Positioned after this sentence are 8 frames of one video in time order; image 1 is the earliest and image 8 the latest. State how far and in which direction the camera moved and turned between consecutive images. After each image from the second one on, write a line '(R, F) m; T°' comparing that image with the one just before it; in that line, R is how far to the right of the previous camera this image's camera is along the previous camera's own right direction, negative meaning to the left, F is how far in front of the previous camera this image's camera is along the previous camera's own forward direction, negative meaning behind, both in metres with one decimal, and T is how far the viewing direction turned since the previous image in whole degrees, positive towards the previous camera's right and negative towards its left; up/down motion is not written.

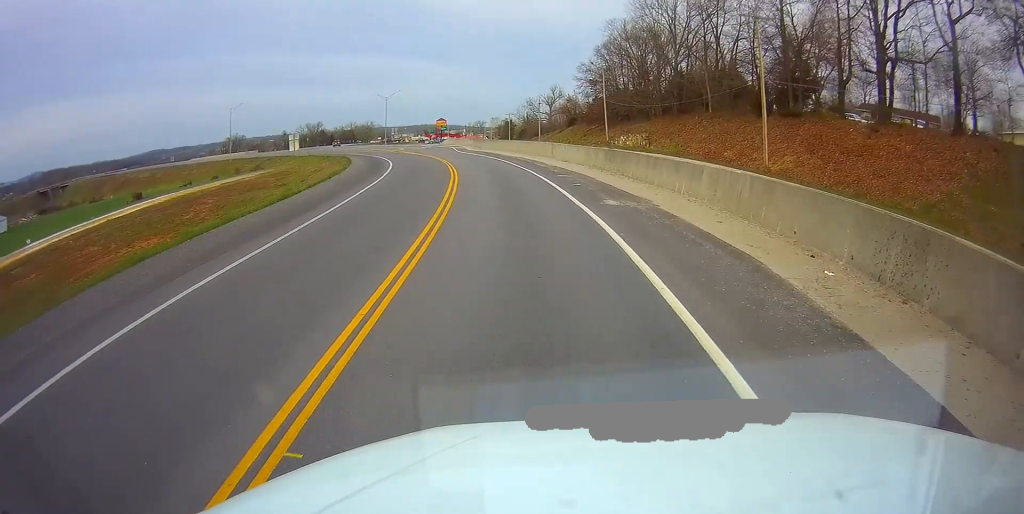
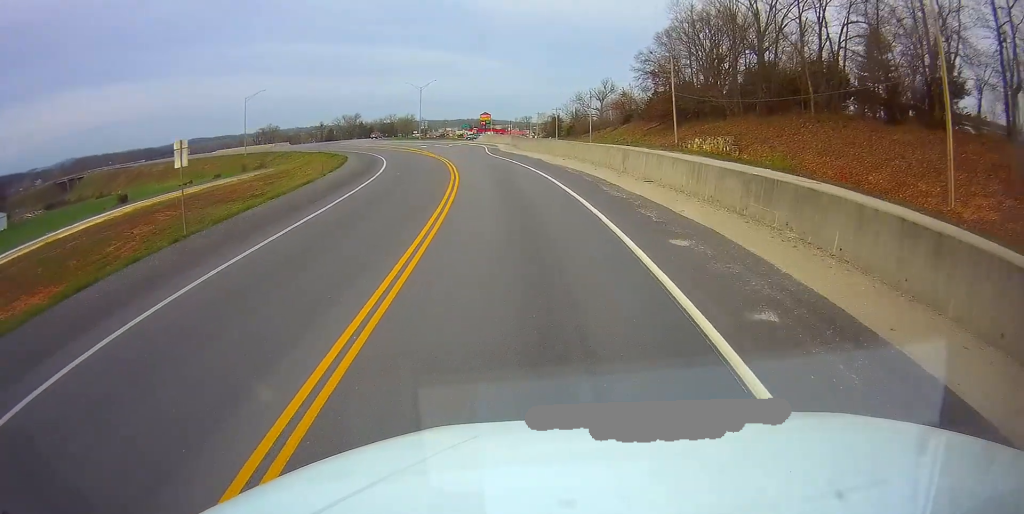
(-0.4, +15.9) m; -3°
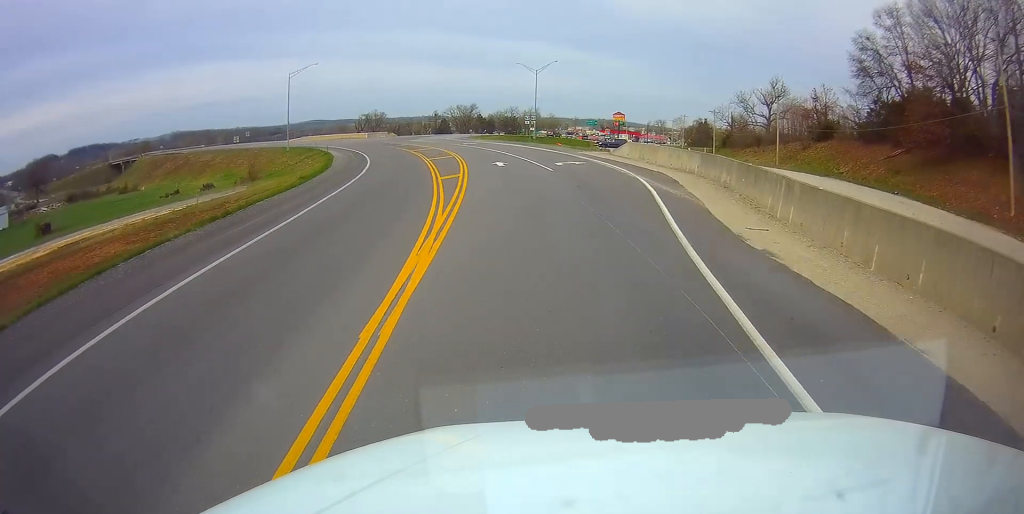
(-3.0, +40.0) m; -10°
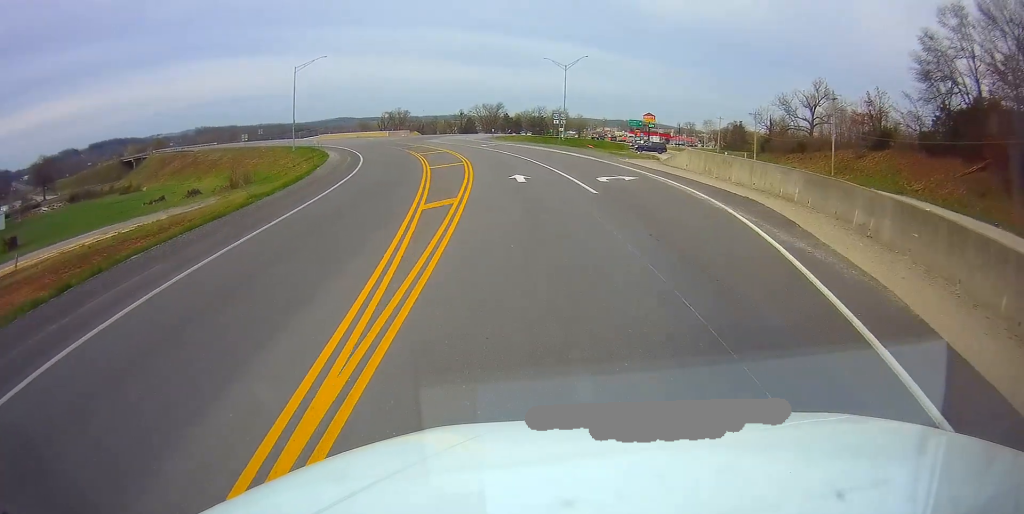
(-0.5, +9.2) m; -4°
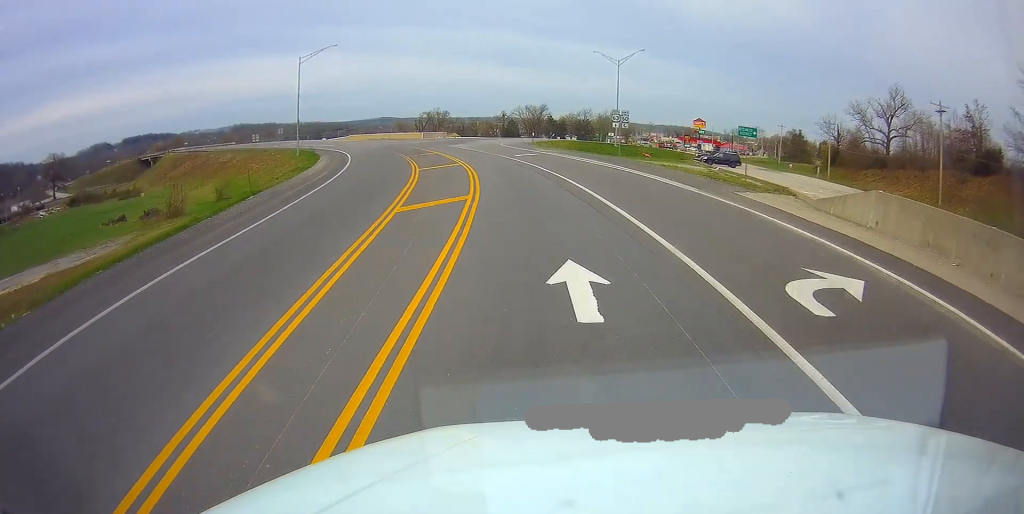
(-1.1, +15.2) m; -6°
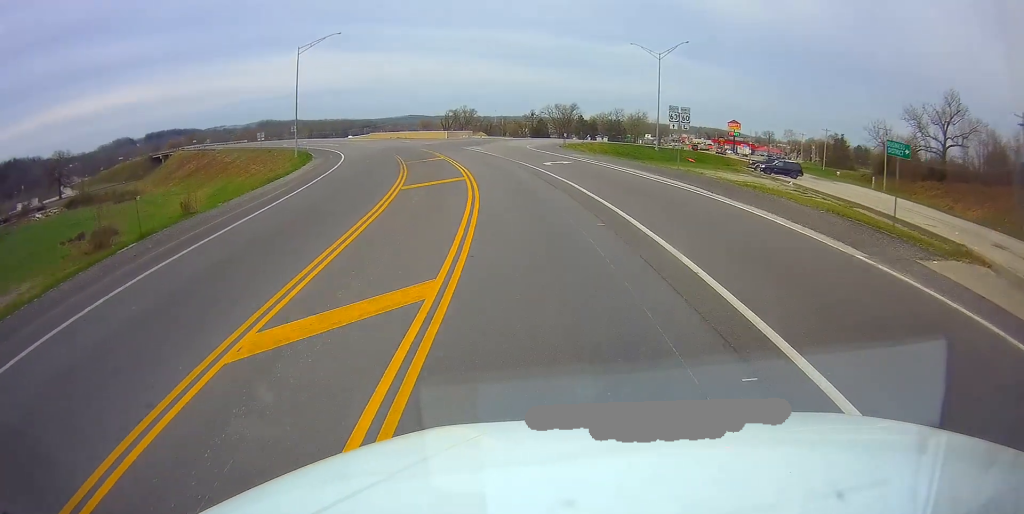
(-0.4, +10.4) m; -2°
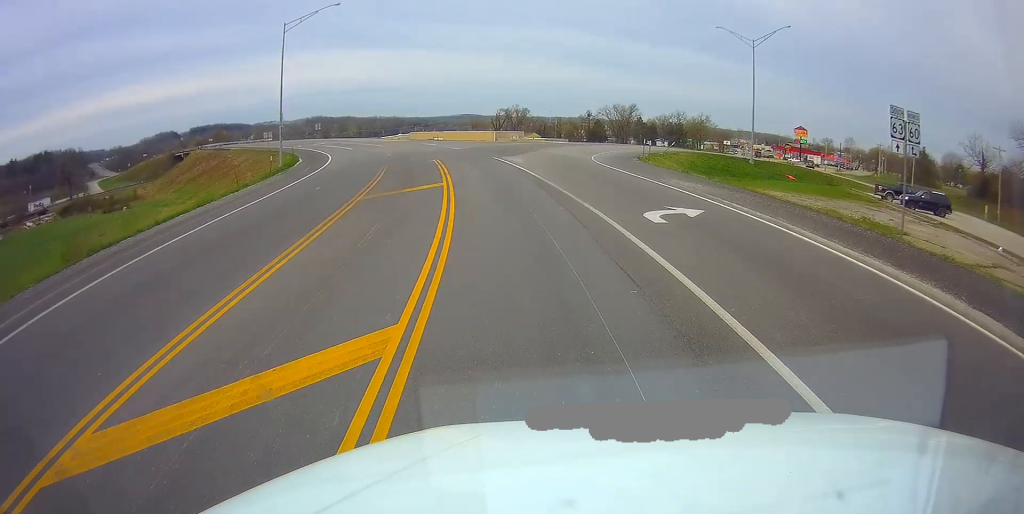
(-0.3, +18.5) m; -5°
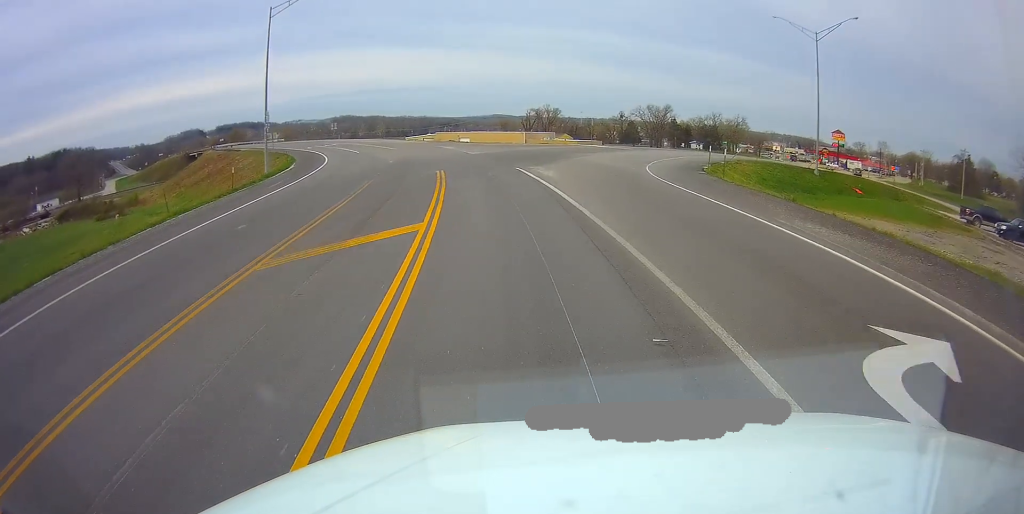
(-0.4, +9.2) m; -4°
